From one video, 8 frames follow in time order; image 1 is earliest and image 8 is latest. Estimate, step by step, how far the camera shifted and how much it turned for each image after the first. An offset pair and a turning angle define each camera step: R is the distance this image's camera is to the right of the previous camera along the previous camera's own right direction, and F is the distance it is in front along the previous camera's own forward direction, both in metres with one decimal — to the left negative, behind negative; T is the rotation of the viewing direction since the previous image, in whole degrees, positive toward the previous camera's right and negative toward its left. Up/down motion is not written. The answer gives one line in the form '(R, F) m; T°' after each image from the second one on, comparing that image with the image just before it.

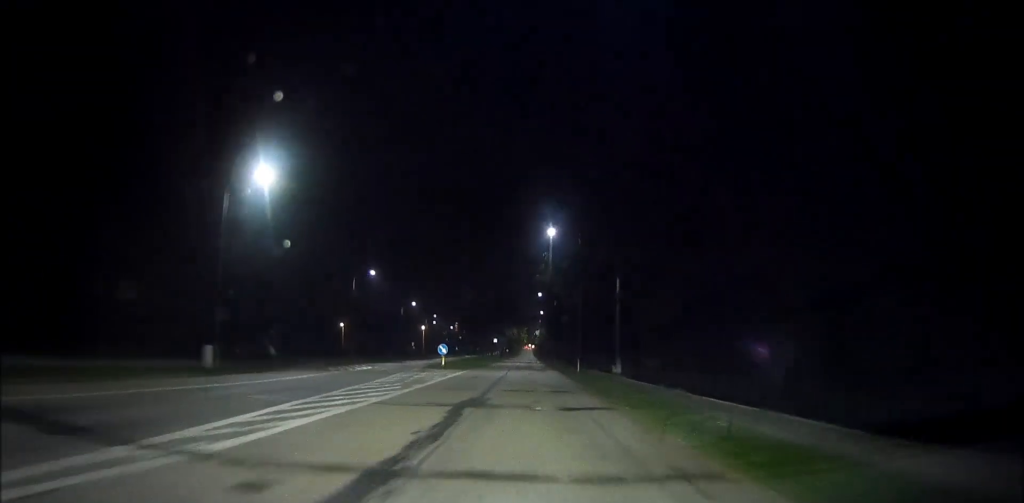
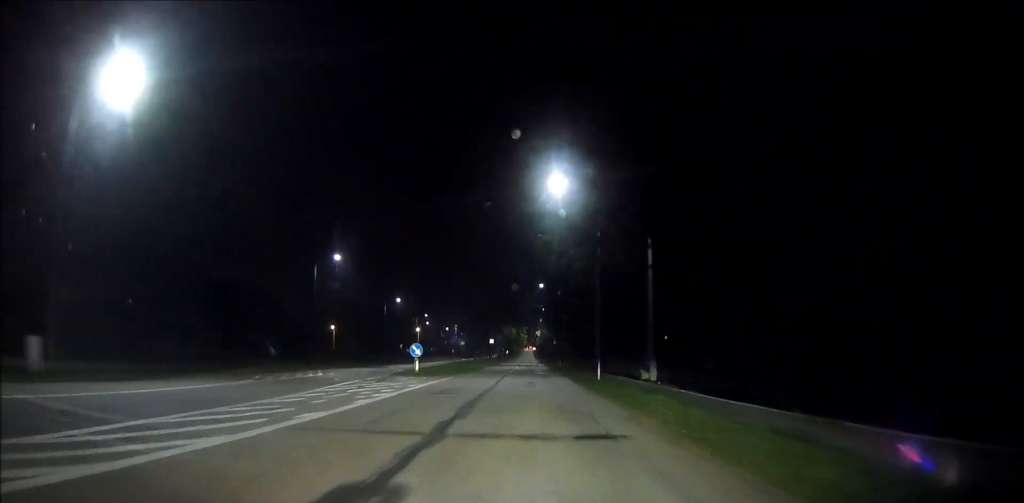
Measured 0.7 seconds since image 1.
(-0.1, +12.7) m; -1°
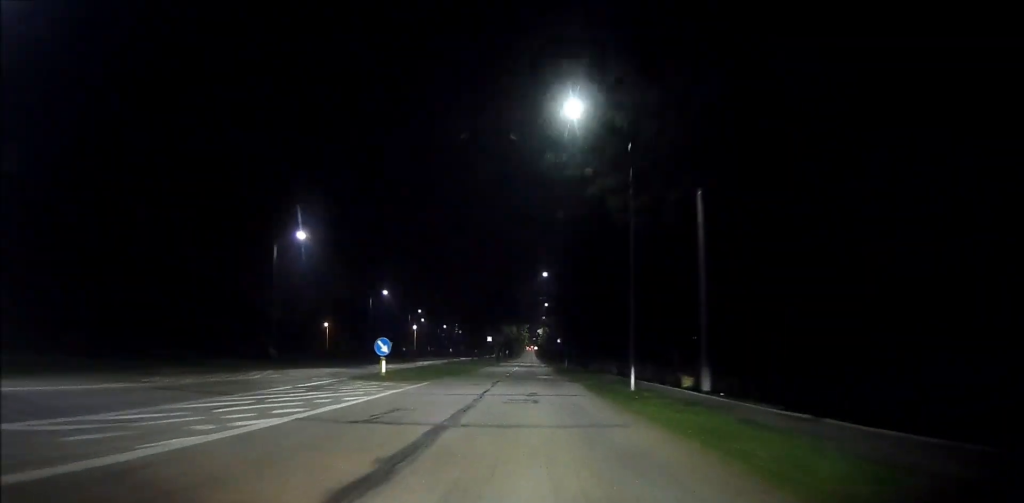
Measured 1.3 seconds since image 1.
(0.0, +9.8) m; -1°
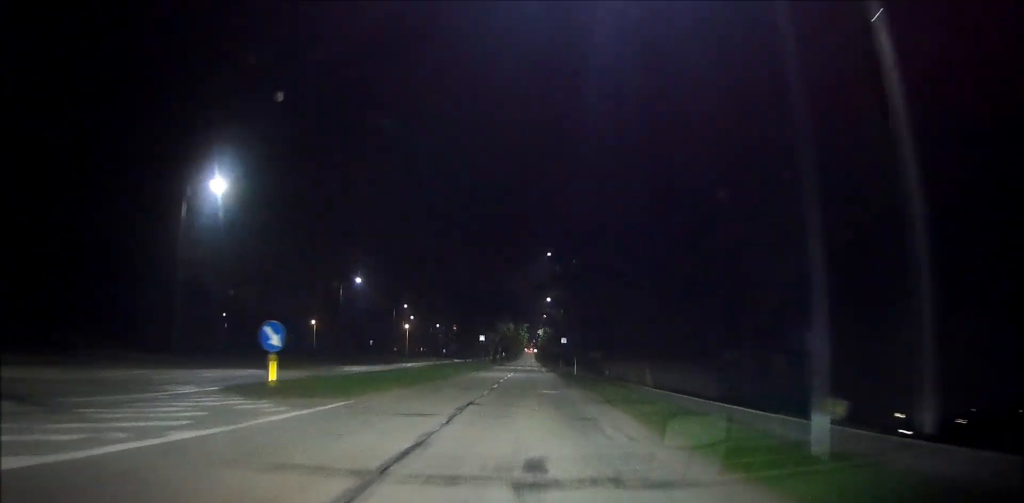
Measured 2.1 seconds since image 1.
(-0.2, +13.9) m; -1°
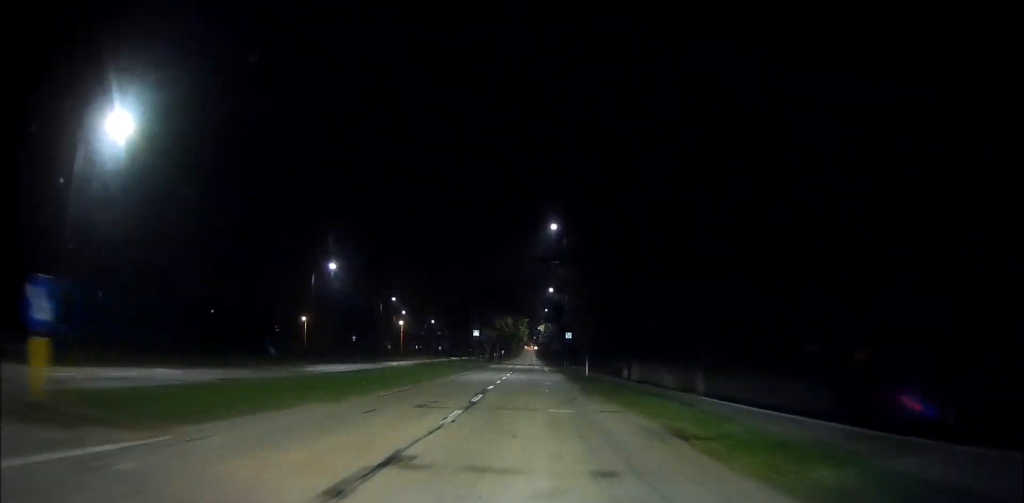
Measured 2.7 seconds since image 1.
(0.0, +9.9) m; 0°
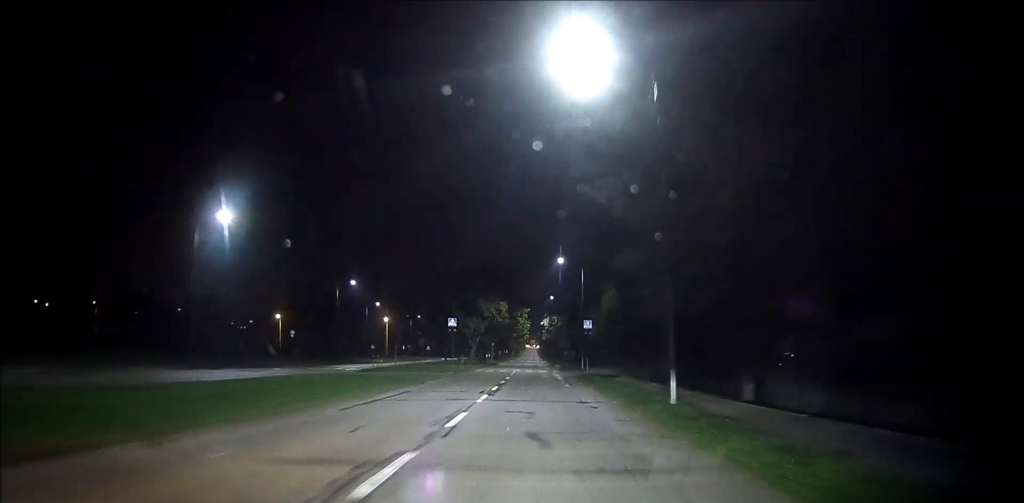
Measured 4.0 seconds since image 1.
(-0.1, +23.9) m; 0°
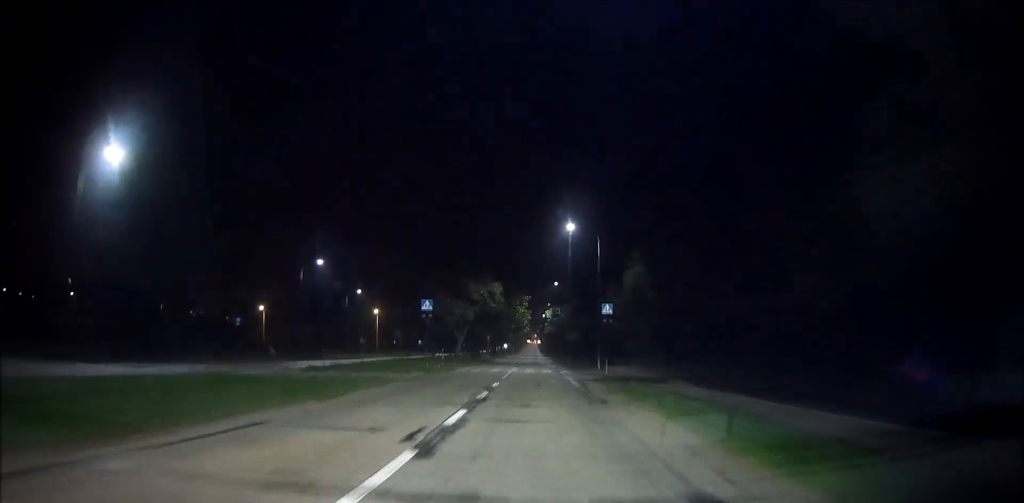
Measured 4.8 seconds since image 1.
(0.0, +12.9) m; 0°
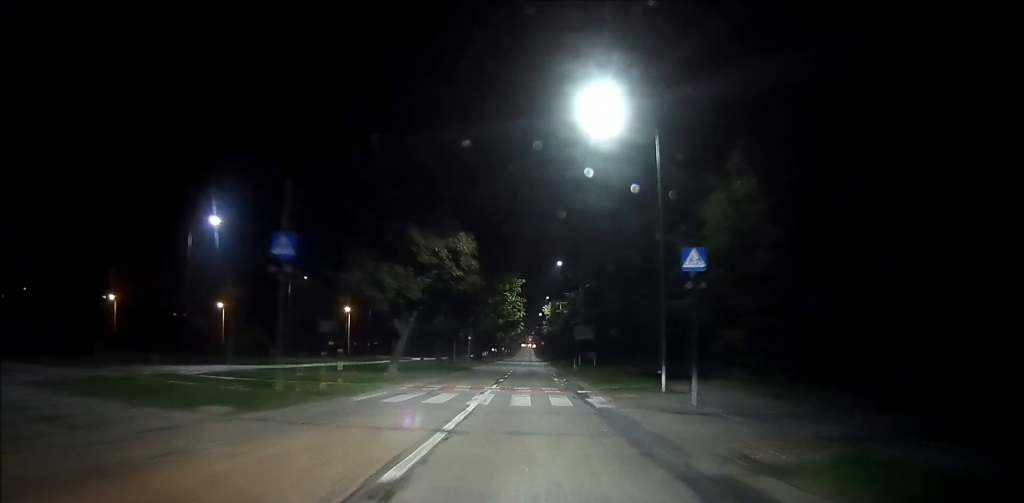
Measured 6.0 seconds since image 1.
(0.0, +22.3) m; +1°
